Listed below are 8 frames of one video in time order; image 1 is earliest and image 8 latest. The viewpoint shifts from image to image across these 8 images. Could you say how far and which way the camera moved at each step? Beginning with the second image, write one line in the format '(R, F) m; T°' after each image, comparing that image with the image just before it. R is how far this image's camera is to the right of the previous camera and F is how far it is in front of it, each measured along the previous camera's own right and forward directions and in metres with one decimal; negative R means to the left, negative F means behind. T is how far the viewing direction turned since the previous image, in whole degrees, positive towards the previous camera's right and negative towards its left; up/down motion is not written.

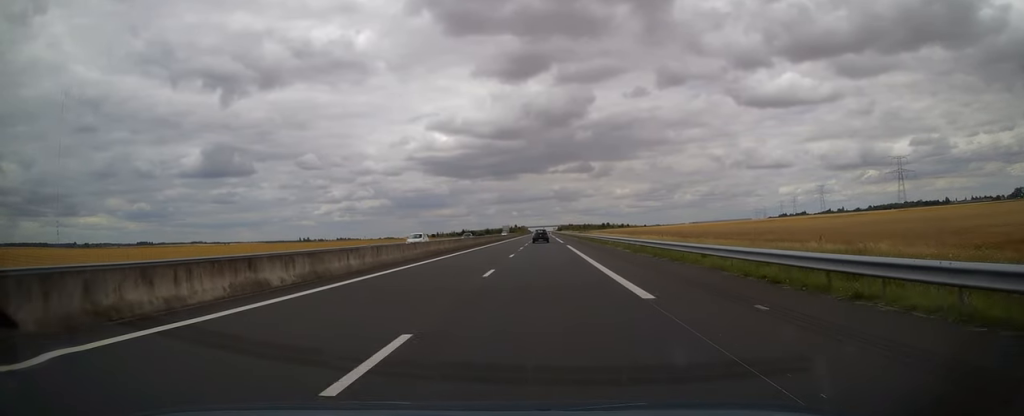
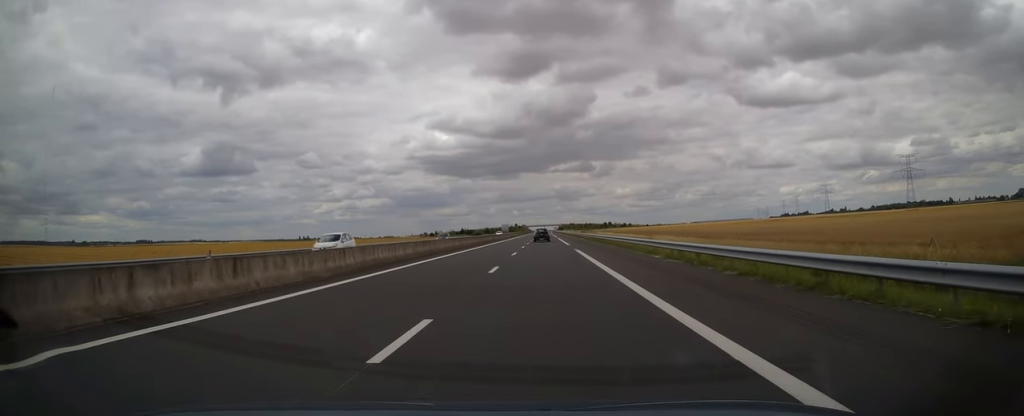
(+0.1, +11.7) m; 0°
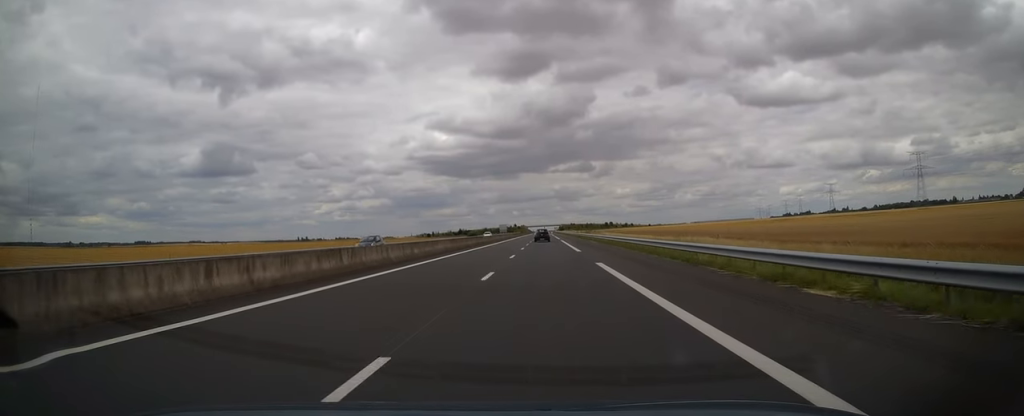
(-0.1, +15.7) m; 0°
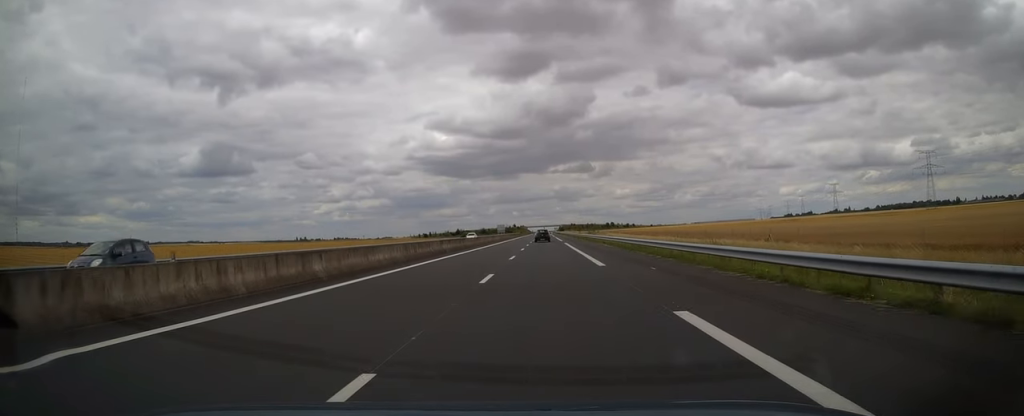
(-0.2, +13.7) m; 0°
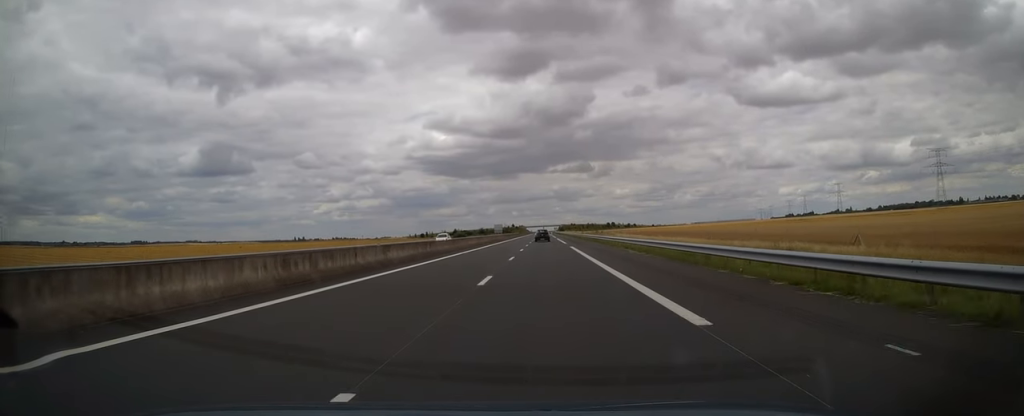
(0.0, +13.7) m; 0°
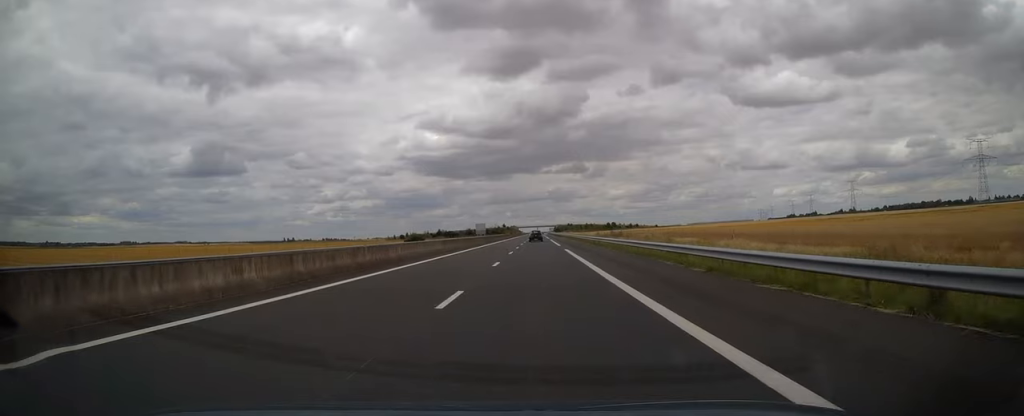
(+0.7, +56.2) m; +1°
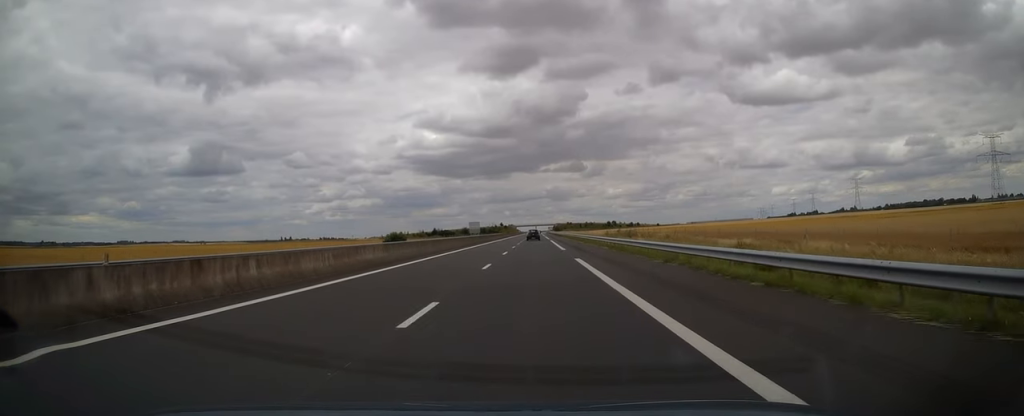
(0.0, +15.2) m; 0°
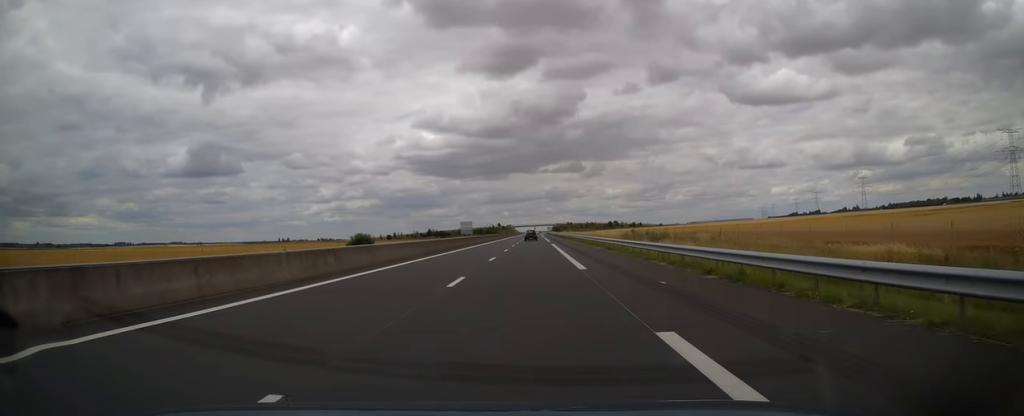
(-0.1, +19.6) m; 0°
